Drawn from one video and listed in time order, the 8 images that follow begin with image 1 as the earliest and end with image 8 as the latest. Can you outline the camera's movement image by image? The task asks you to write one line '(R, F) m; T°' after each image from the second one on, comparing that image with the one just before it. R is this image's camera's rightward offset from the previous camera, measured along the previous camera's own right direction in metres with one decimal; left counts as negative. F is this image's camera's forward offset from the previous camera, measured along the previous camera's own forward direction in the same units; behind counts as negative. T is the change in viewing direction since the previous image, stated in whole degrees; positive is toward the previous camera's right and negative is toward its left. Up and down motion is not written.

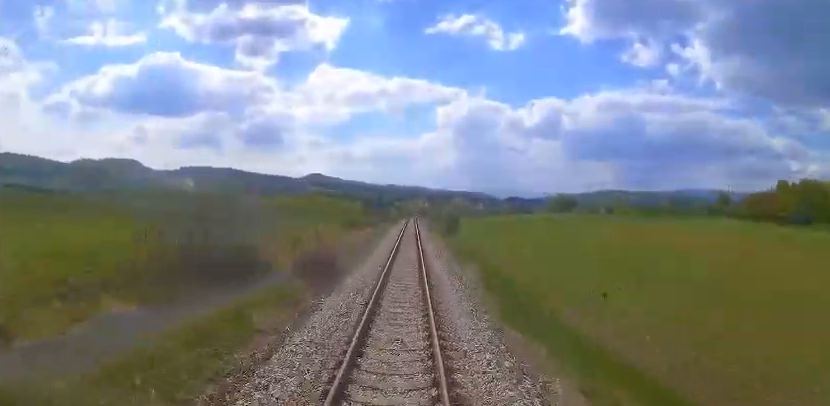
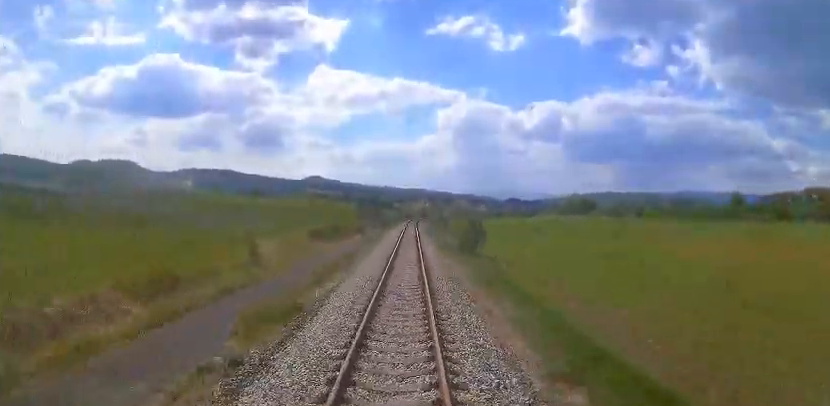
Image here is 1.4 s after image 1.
(-0.1, +19.8) m; 0°
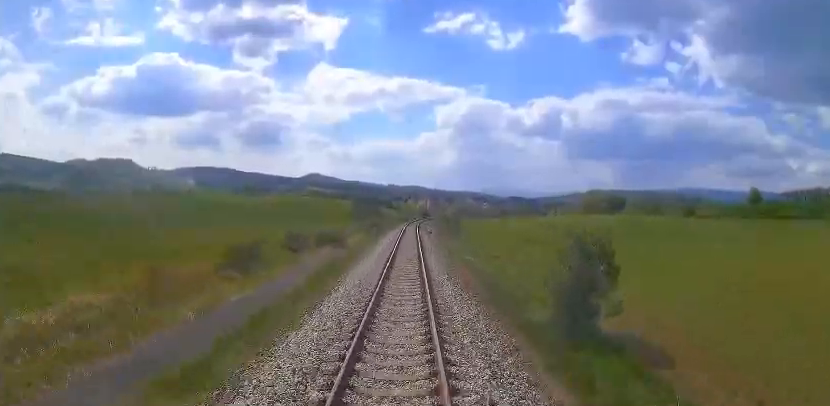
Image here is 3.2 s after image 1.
(0.0, +23.9) m; 0°
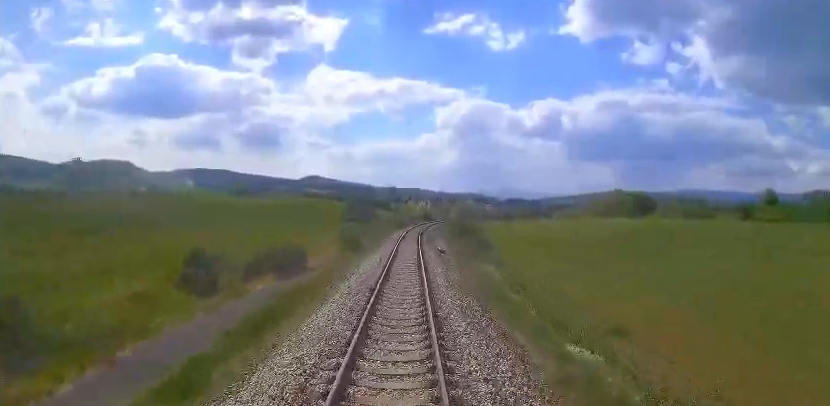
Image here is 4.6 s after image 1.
(0.0, +19.3) m; 0°
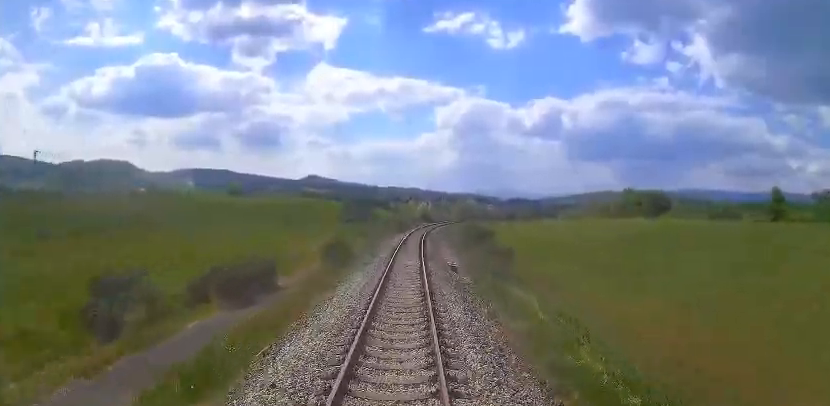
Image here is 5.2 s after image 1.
(0.0, +8.2) m; 0°
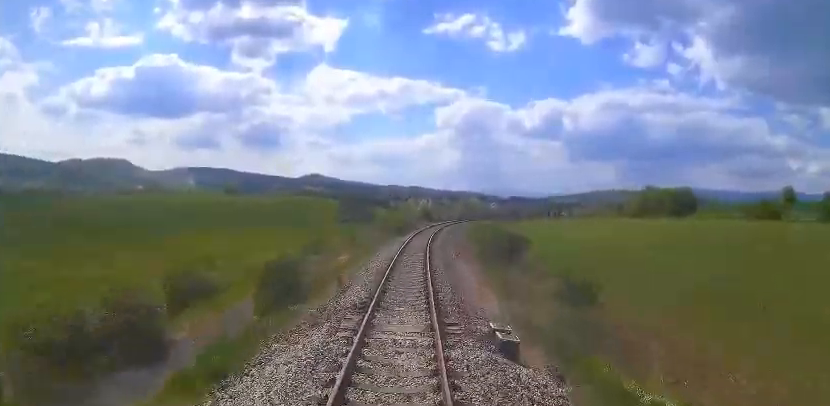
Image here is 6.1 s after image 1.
(+0.1, +12.6) m; +1°
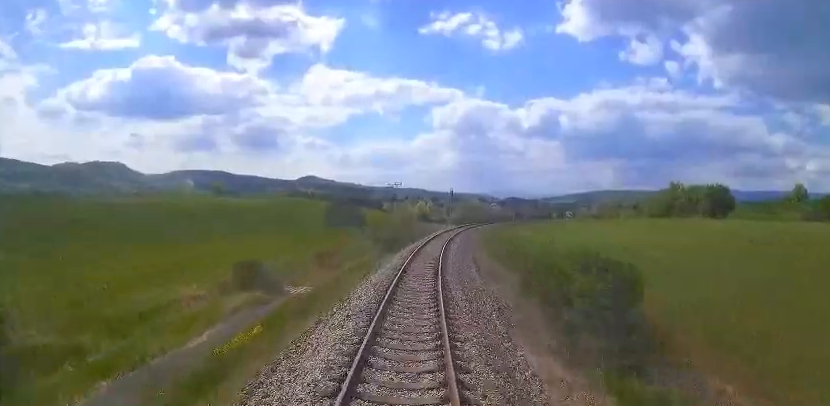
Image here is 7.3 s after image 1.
(+0.1, +15.5) m; +2°
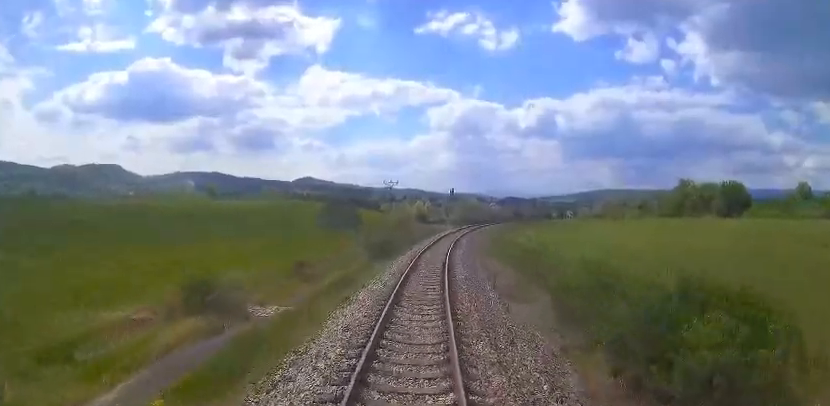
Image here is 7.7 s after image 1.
(0.0, +5.7) m; +1°
